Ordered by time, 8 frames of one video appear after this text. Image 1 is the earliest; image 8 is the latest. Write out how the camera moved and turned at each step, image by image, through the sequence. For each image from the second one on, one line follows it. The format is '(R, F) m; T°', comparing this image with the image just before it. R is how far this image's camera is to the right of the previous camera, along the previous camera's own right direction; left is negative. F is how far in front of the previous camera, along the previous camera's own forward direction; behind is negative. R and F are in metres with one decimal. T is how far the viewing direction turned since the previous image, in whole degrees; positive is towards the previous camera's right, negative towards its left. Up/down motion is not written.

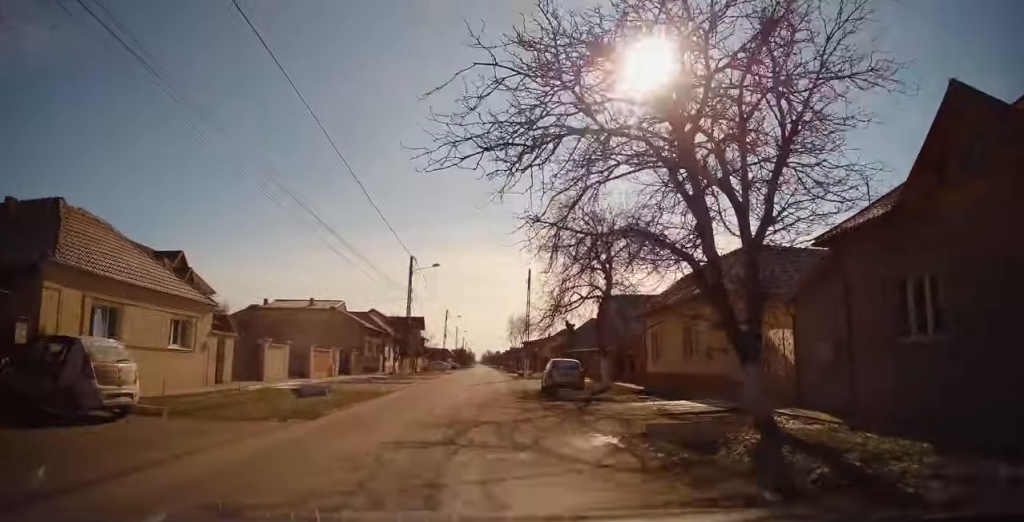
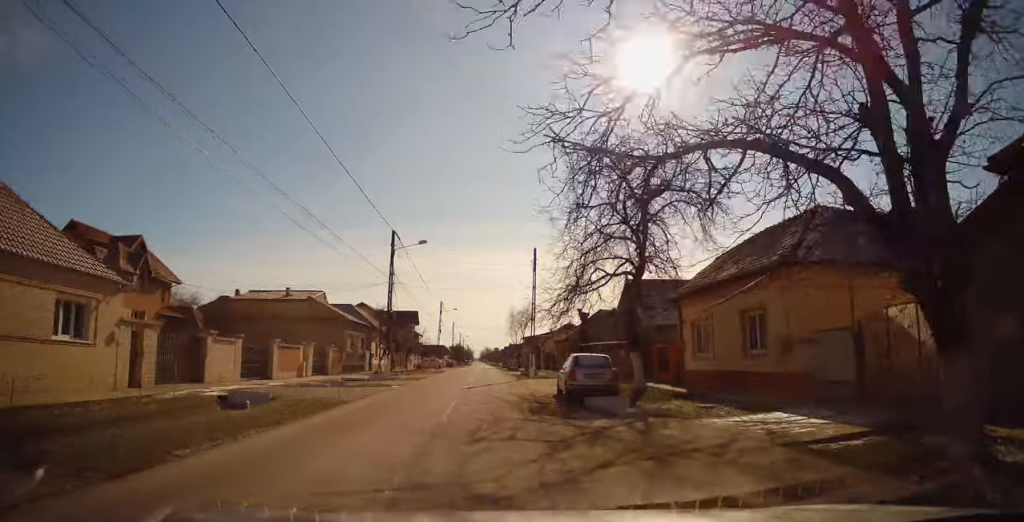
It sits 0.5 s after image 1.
(0.0, +5.8) m; 0°
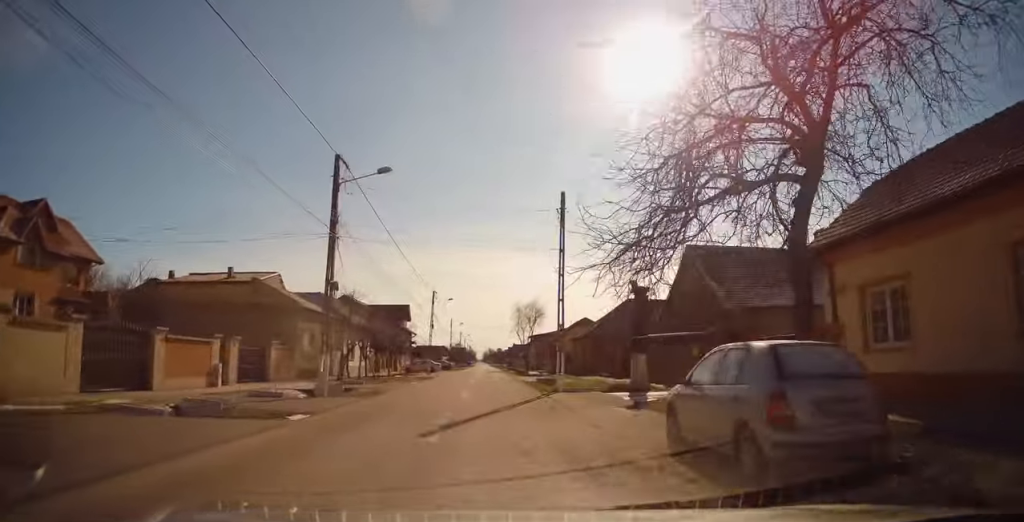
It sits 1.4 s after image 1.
(0.0, +11.3) m; -1°
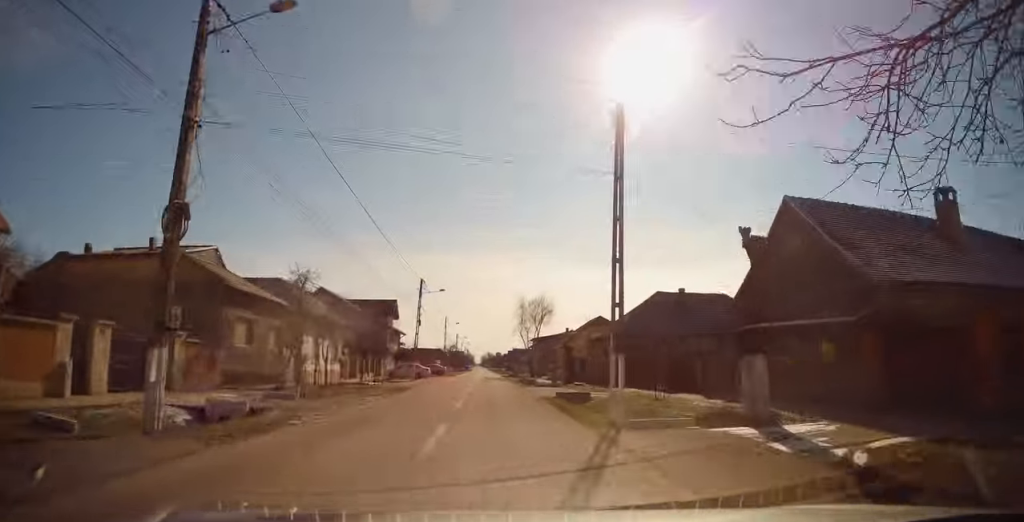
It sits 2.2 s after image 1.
(0.0, +9.4) m; 0°
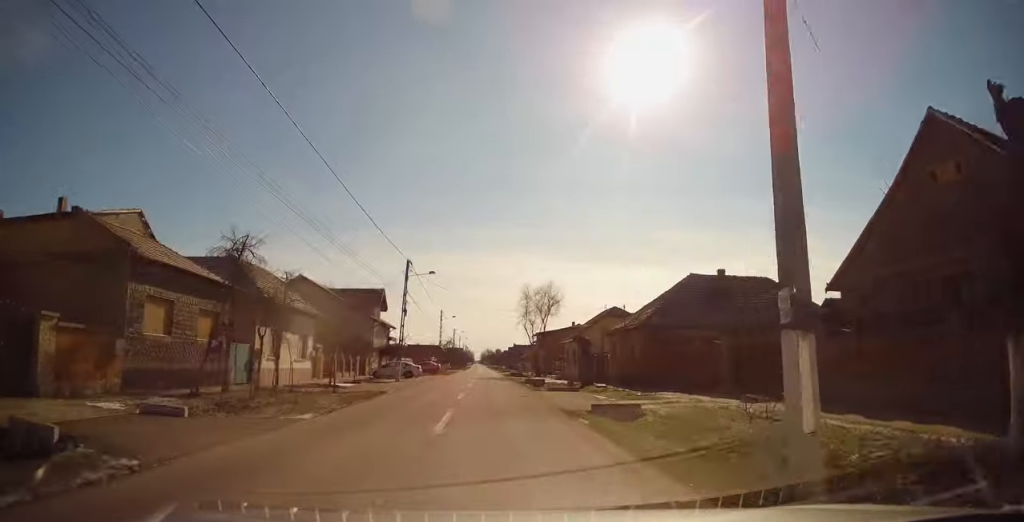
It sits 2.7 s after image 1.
(-0.1, +7.1) m; 0°
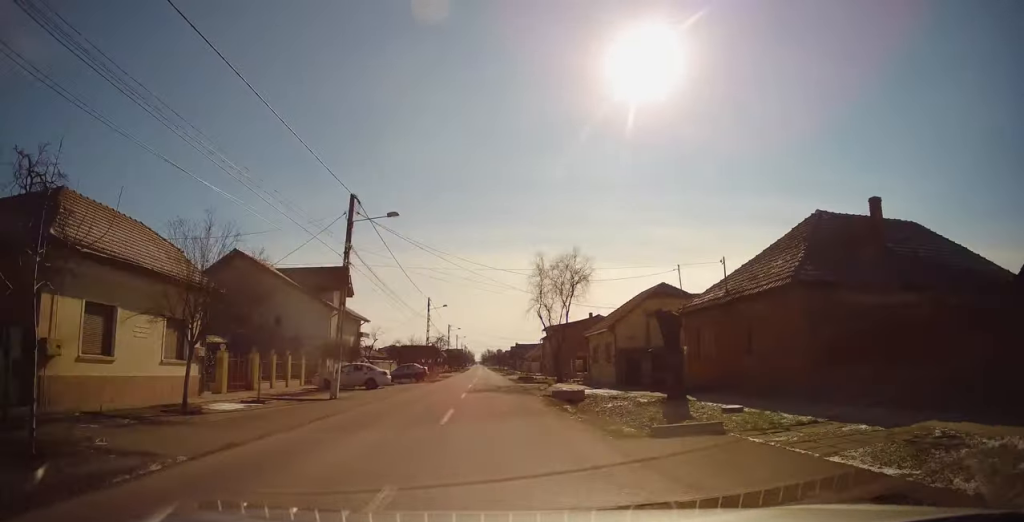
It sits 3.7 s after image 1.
(+0.1, +14.4) m; +1°
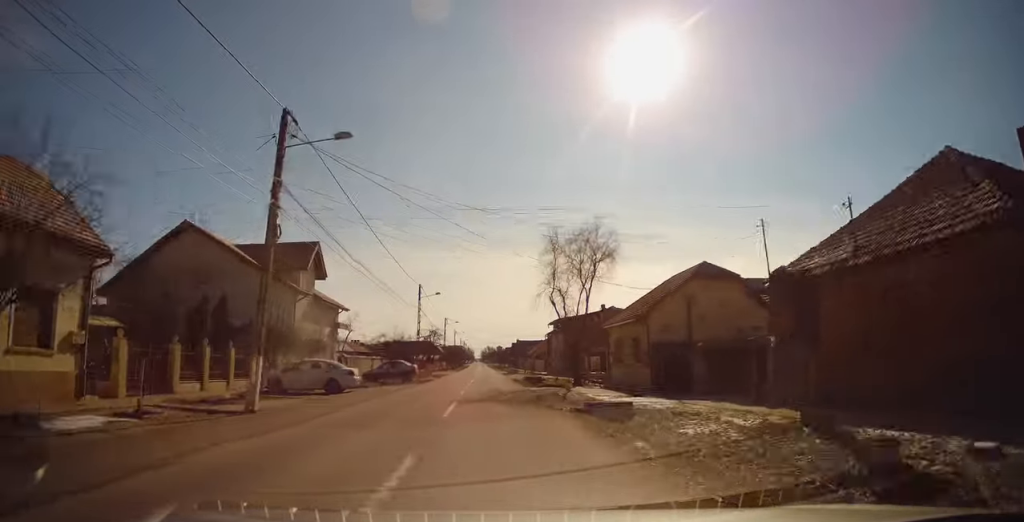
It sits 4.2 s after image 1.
(+0.1, +7.4) m; 0°
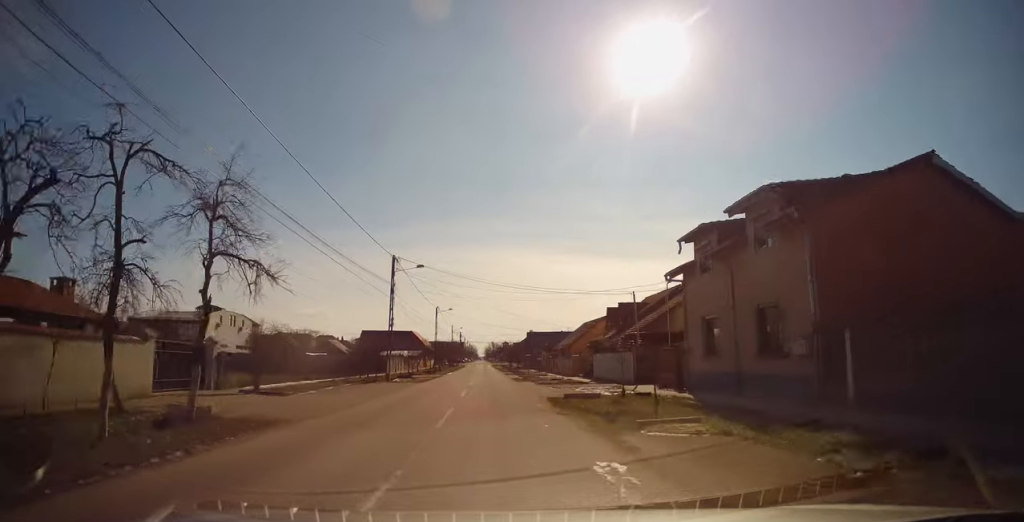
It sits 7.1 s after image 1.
(-0.5, +45.6) m; -1°
